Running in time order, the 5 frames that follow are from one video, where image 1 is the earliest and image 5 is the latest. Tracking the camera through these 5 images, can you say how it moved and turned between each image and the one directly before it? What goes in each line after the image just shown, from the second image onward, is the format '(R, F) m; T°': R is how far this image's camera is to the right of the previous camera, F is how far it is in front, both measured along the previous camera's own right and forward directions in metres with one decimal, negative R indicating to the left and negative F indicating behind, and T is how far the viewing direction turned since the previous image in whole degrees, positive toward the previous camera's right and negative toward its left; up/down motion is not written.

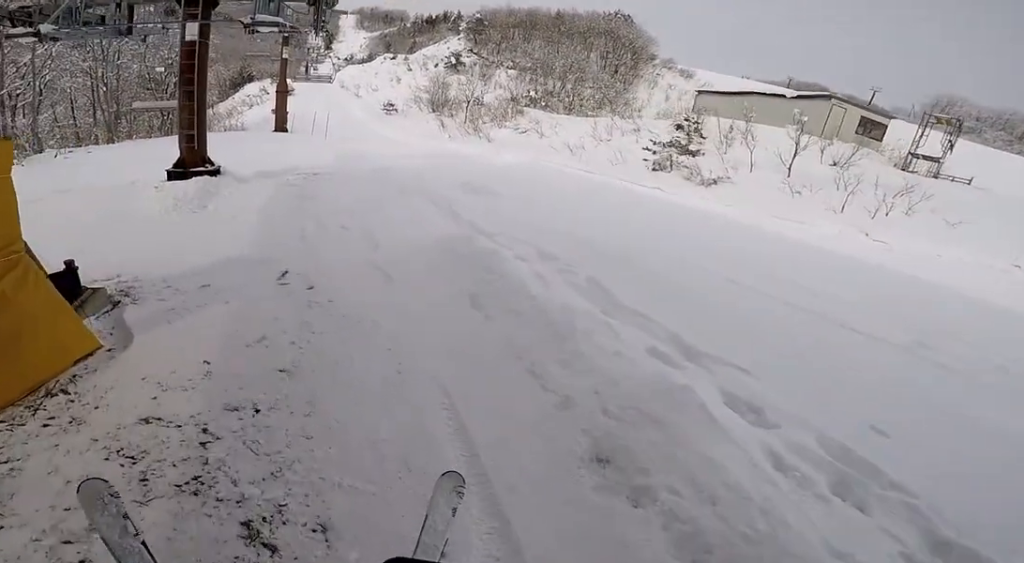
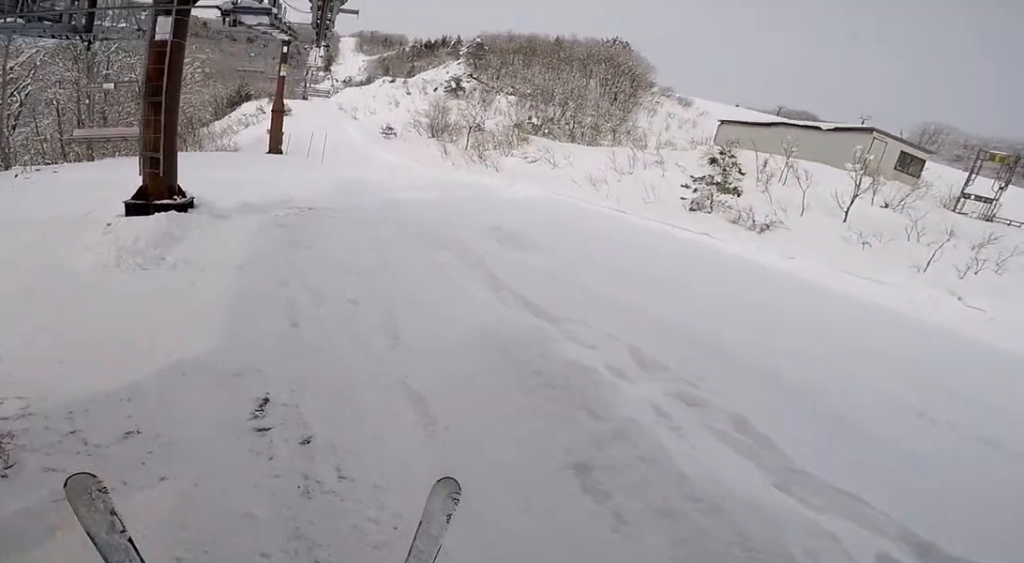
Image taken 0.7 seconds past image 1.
(-0.1, +2.4) m; -5°
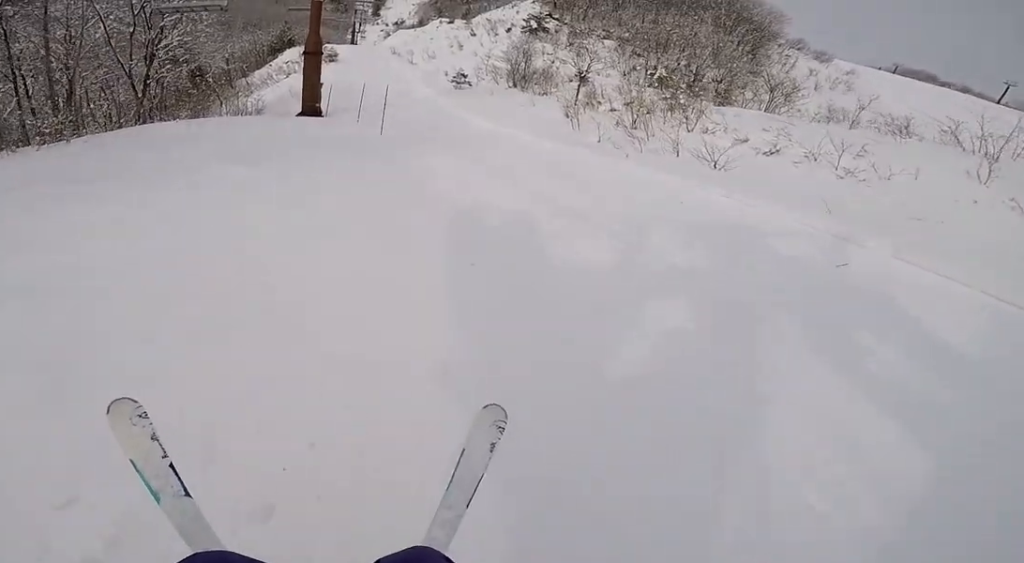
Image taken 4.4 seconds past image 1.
(-2.5, +14.0) m; -13°
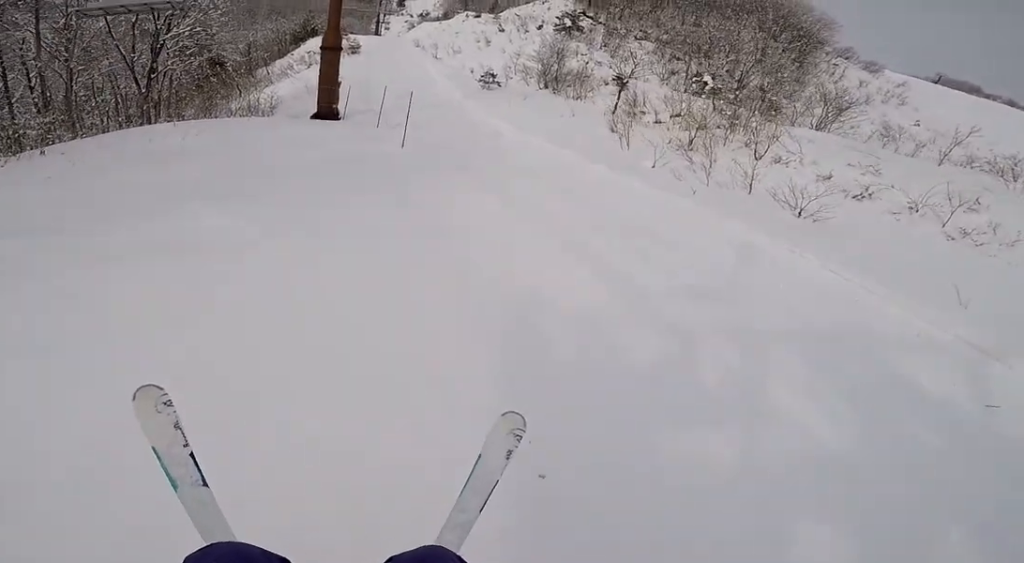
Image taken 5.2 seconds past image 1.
(0.0, +3.0) m; +2°
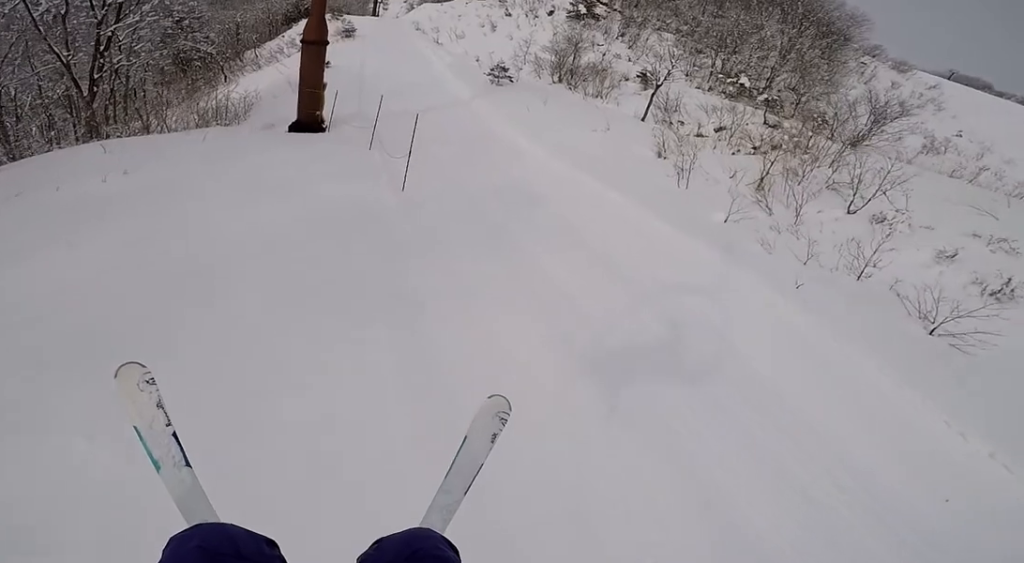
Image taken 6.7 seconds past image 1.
(+0.3, +4.8) m; +5°
